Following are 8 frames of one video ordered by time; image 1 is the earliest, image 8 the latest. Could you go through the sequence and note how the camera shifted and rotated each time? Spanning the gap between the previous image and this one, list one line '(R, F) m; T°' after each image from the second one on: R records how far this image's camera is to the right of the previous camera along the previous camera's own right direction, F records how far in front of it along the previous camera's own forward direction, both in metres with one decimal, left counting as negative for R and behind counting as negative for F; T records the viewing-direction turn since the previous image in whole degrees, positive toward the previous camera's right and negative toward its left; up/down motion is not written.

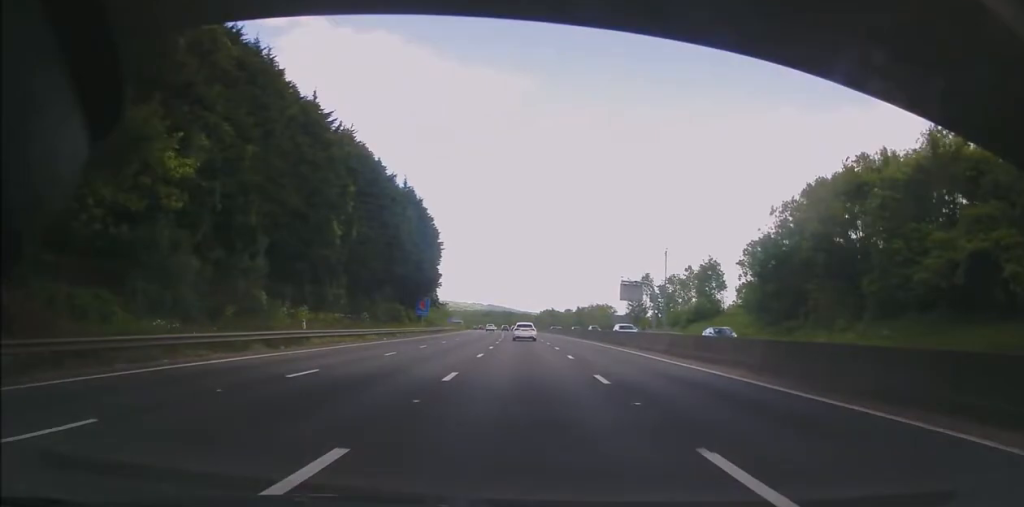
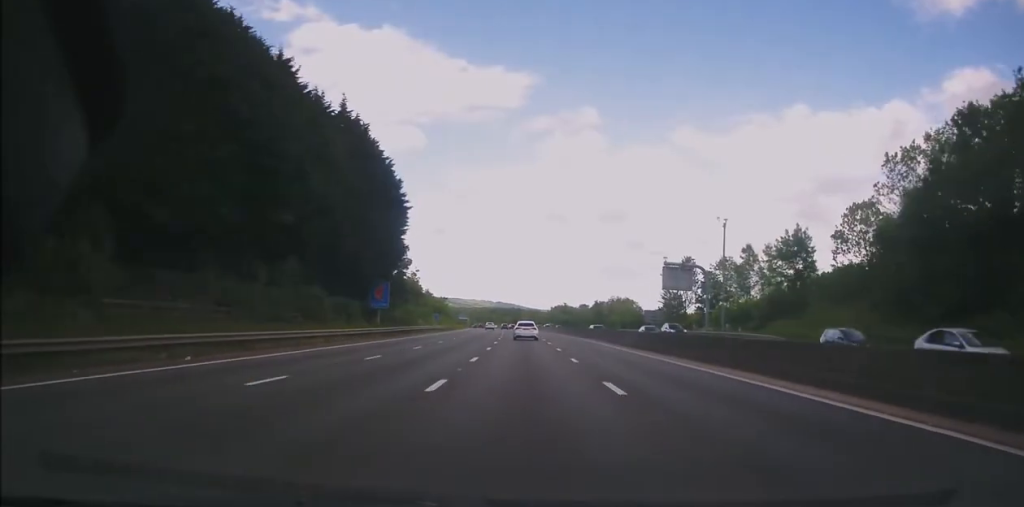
(-0.5, +28.5) m; -2°
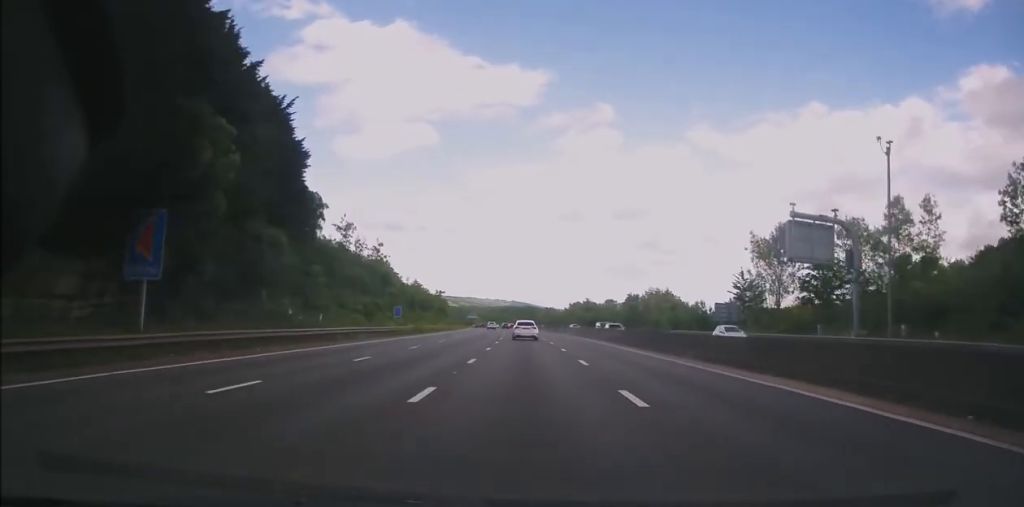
(-0.5, +37.1) m; -1°
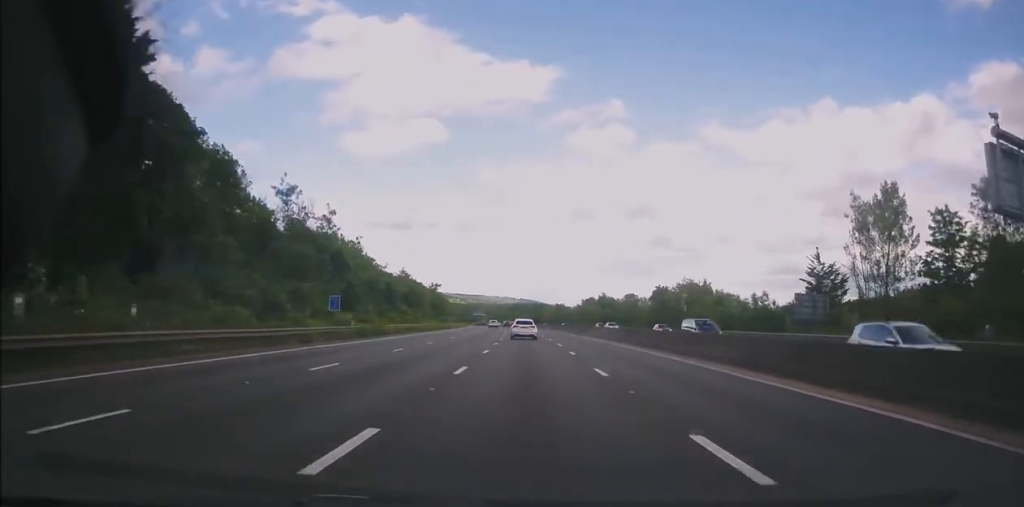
(0.0, +22.3) m; -1°
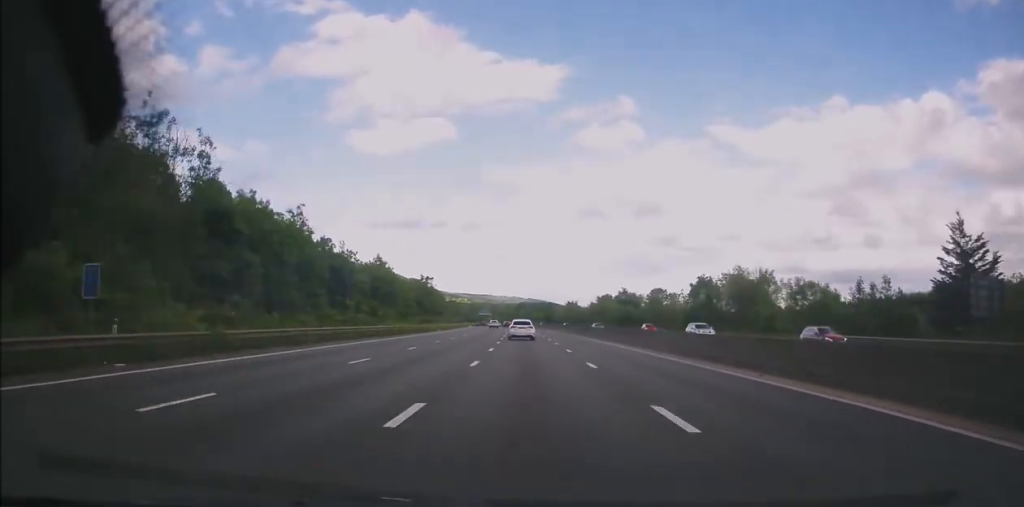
(-0.5, +24.4) m; -1°
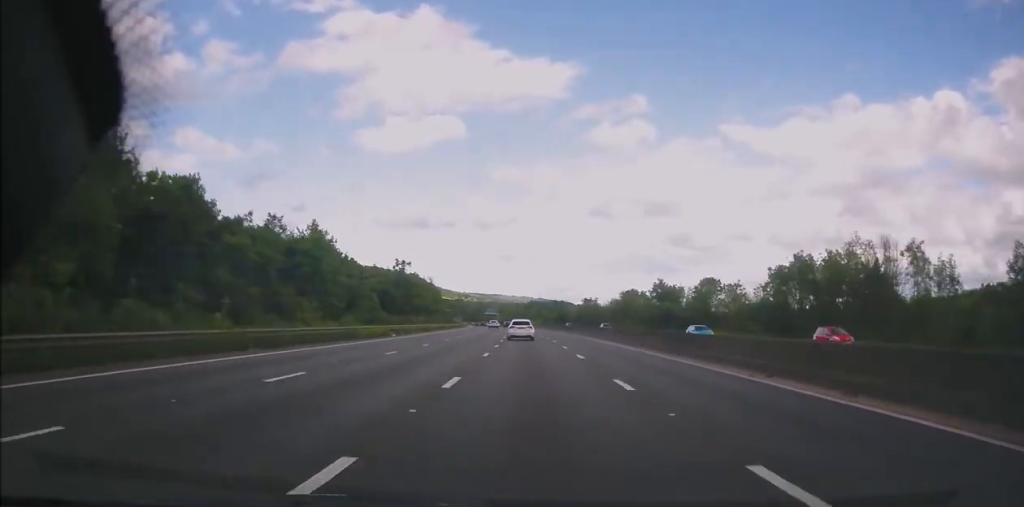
(-0.1, +31.8) m; 0°
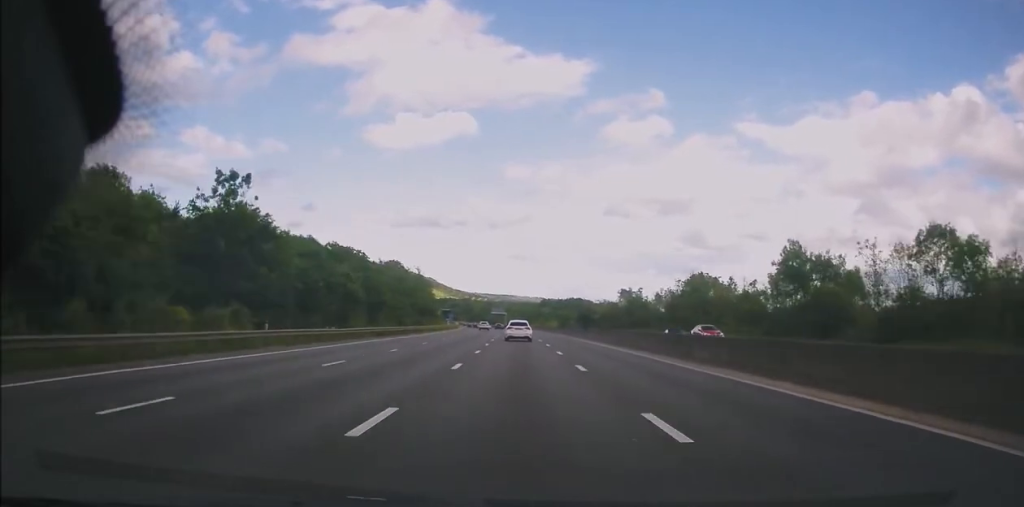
(-0.8, +58.3) m; -2°
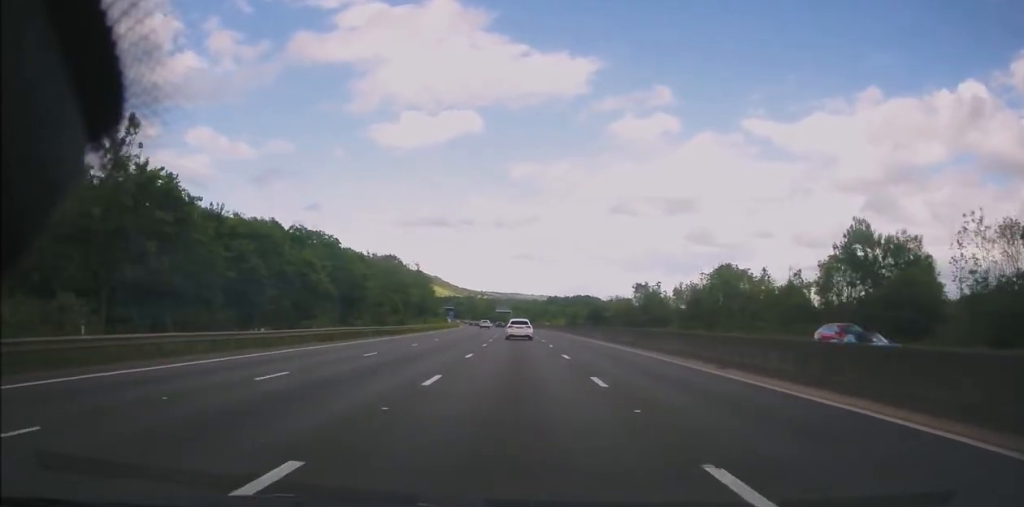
(-0.1, +12.8) m; 0°
